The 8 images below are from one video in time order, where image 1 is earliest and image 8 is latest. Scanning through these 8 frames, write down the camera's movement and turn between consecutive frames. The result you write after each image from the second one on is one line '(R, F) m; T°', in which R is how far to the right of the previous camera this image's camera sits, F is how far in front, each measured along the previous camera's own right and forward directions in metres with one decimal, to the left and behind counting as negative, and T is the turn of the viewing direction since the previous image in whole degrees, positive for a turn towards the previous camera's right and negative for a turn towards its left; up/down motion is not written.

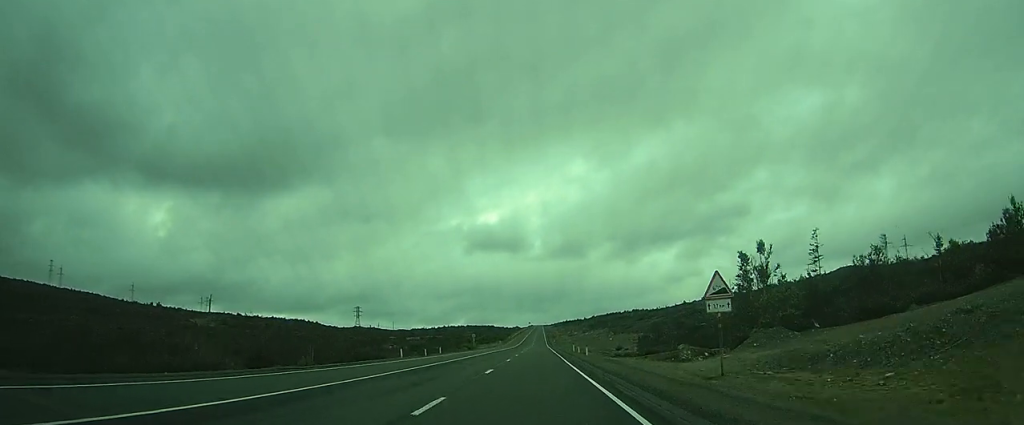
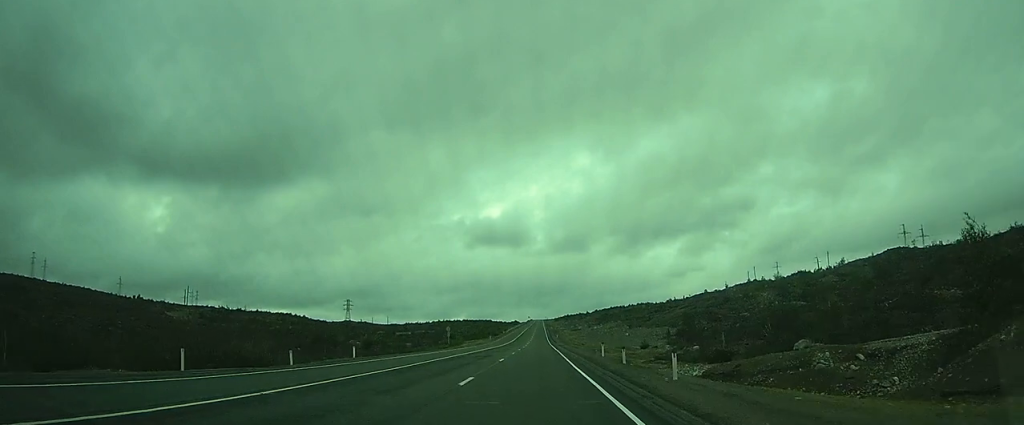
(-0.1, +32.6) m; 0°
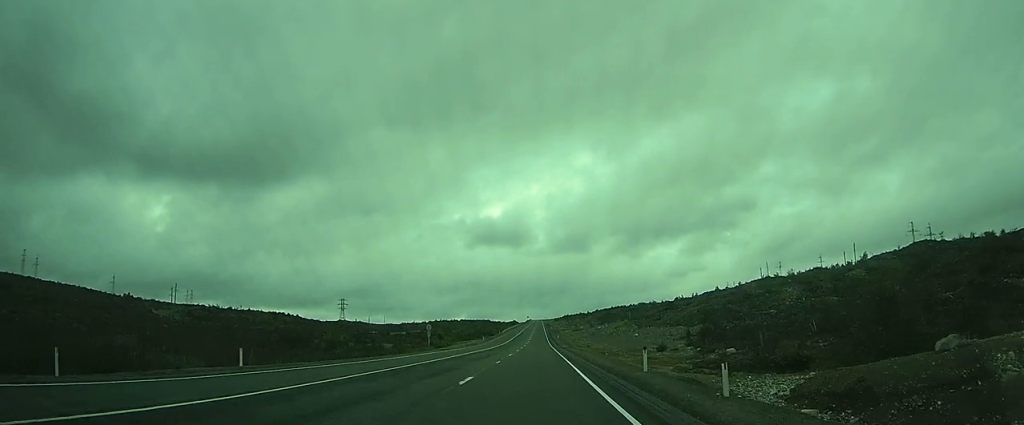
(0.0, +14.7) m; 0°
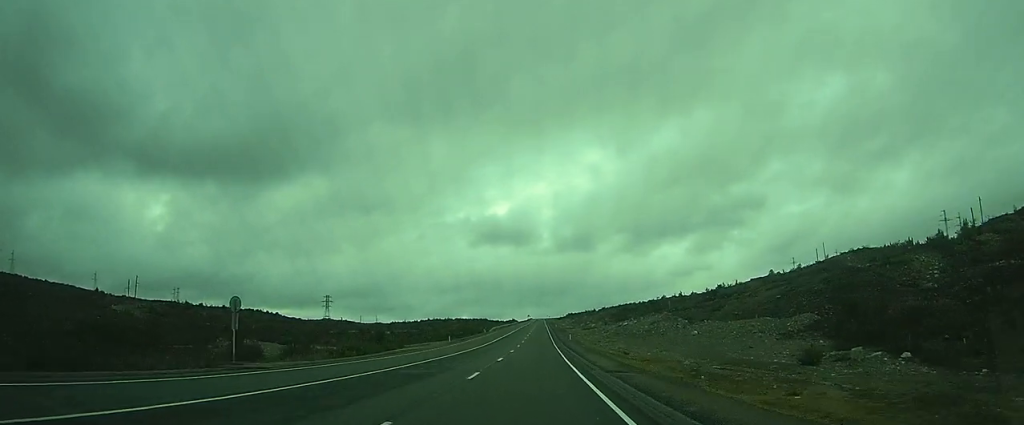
(+0.1, +43.9) m; 0°
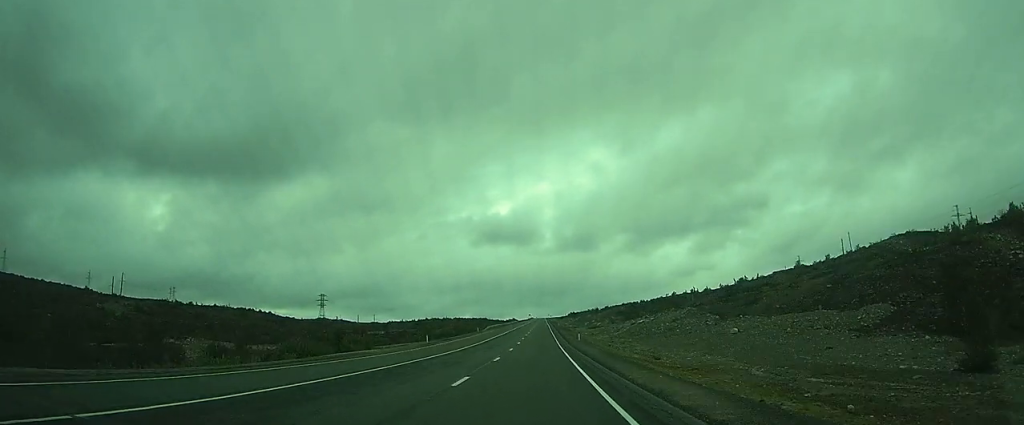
(-0.1, +12.5) m; 0°
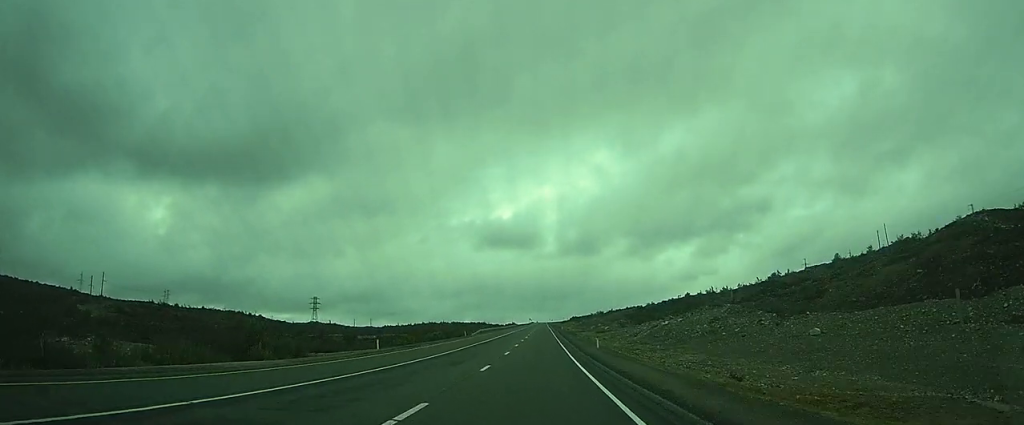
(-0.1, +13.2) m; 0°
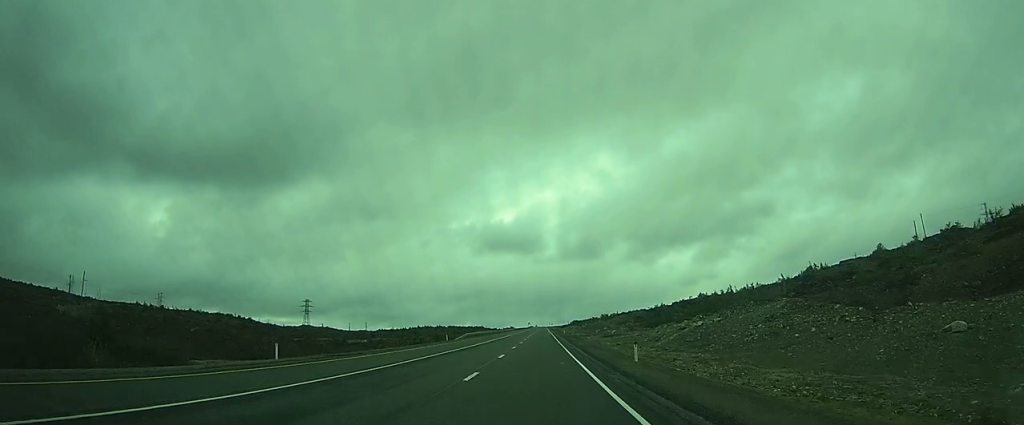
(0.0, +10.4) m; 0°
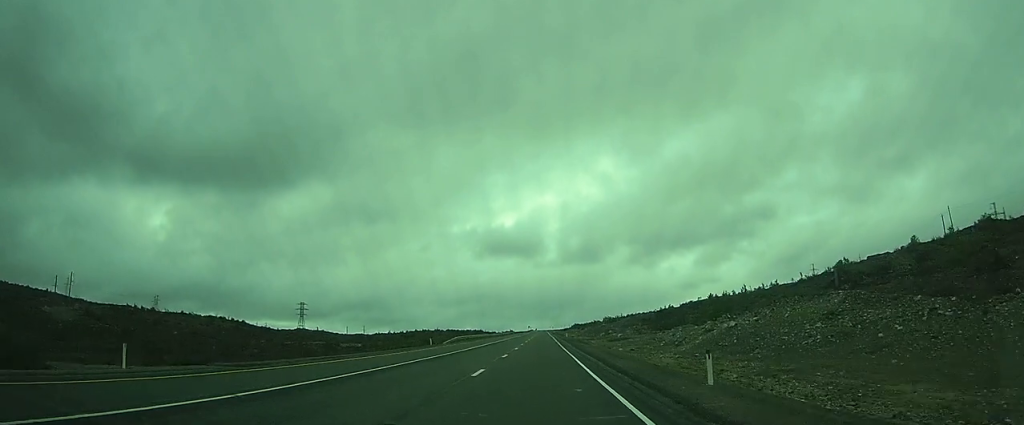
(0.0, +6.4) m; 0°
